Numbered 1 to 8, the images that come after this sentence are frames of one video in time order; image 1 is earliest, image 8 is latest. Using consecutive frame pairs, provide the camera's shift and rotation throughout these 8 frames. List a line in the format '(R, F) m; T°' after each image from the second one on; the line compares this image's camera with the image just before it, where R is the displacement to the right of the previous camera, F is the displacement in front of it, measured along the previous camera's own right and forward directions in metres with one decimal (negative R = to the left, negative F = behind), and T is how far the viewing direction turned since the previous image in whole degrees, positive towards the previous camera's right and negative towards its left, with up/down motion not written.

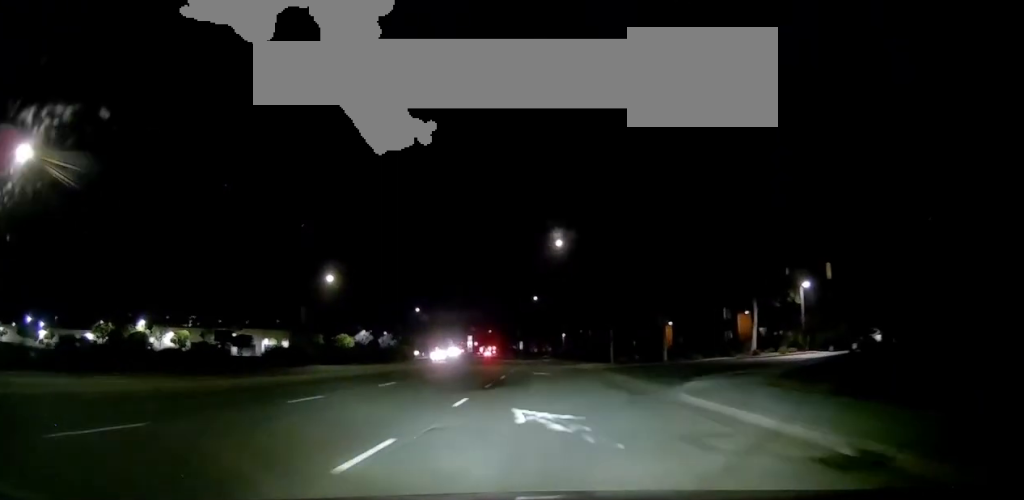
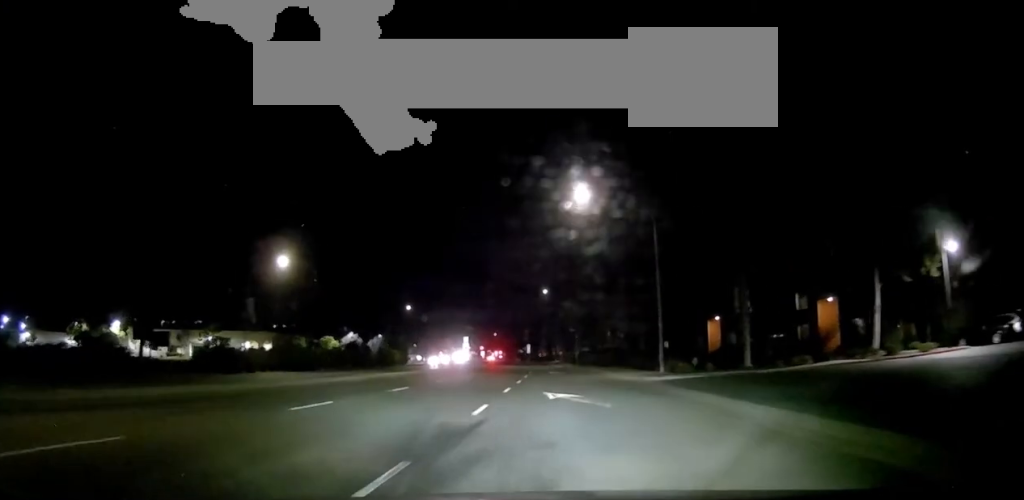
(+0.4, +14.8) m; -2°
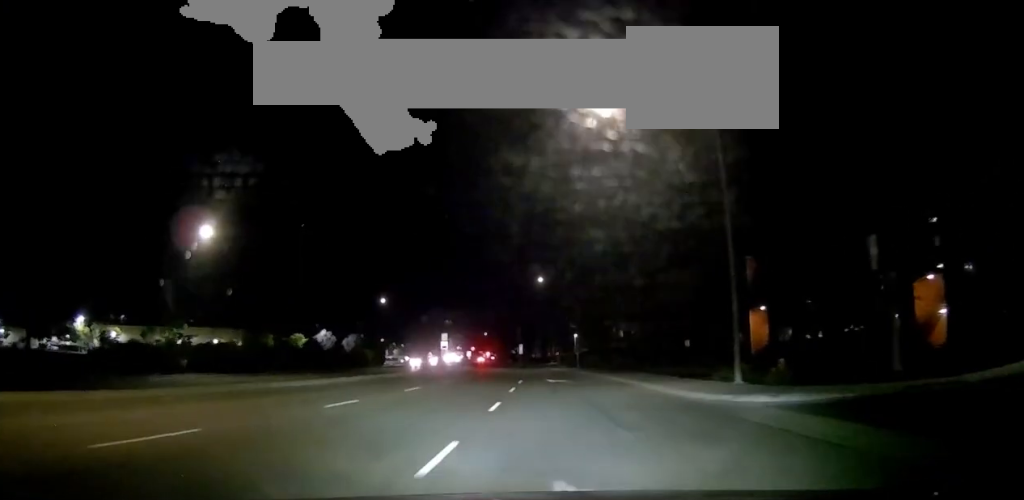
(-0.5, +13.1) m; -2°
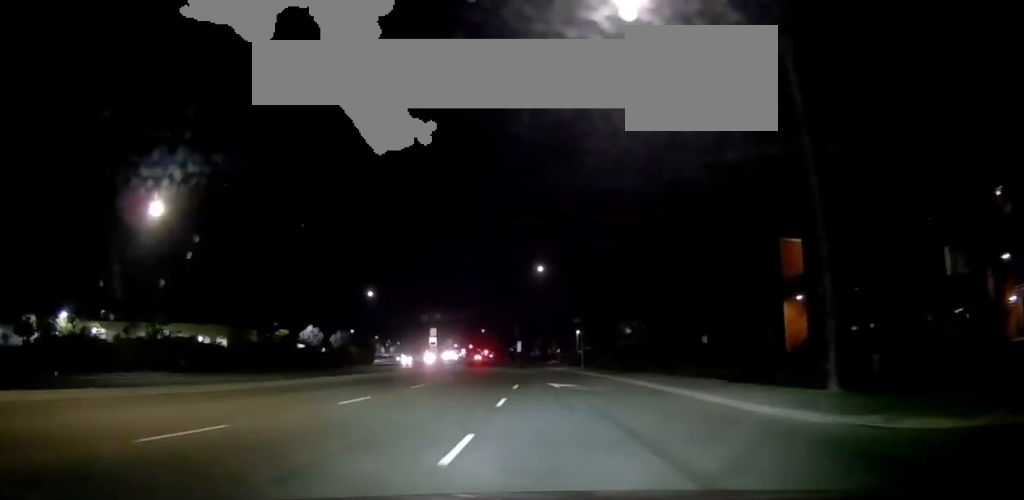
(0.0, +6.5) m; 0°
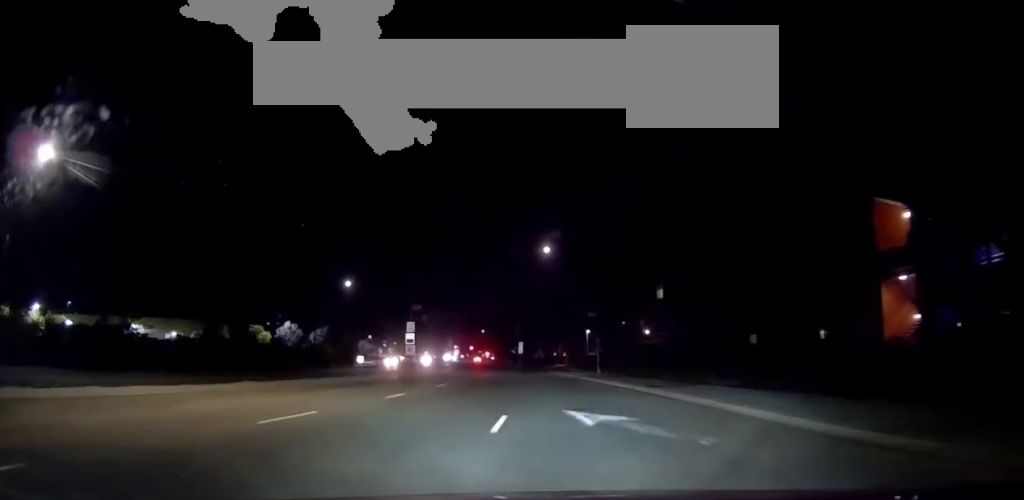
(0.0, +11.5) m; 0°
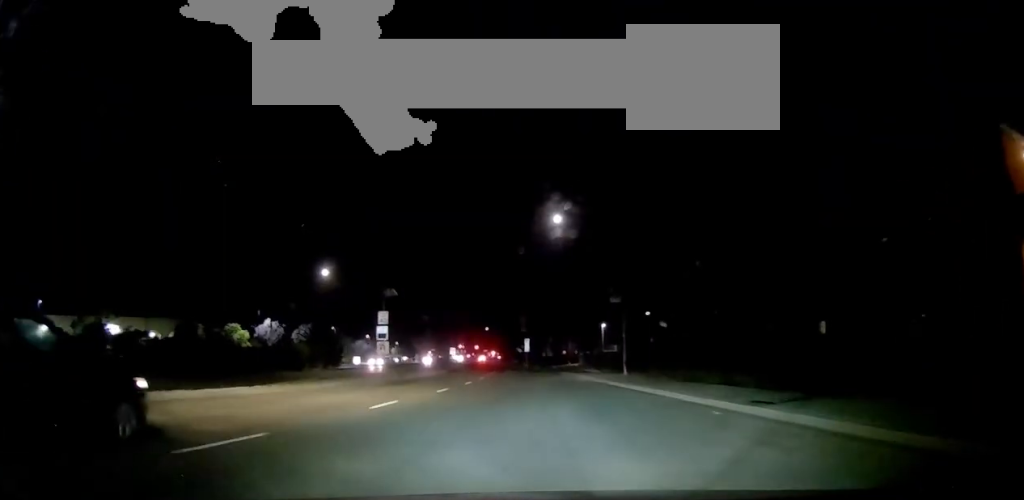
(0.0, +9.9) m; 0°
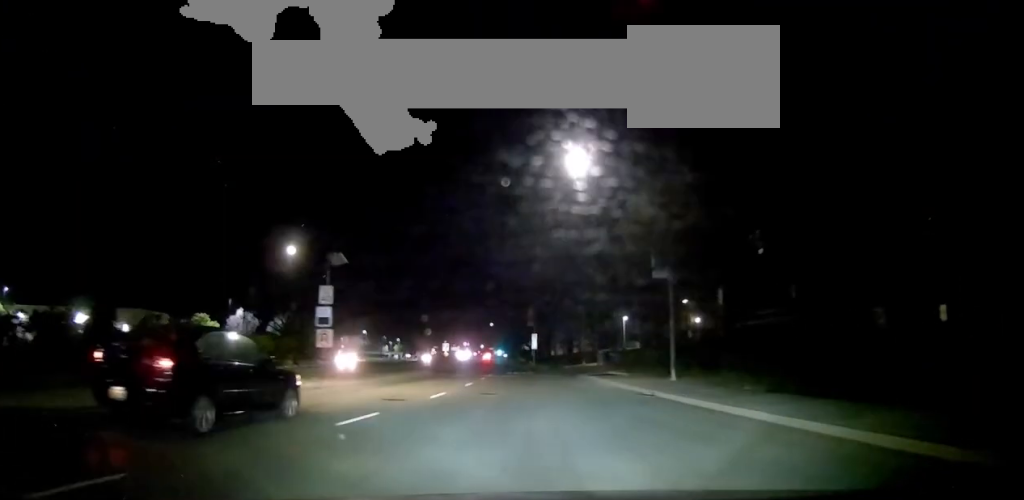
(0.0, +10.9) m; +1°
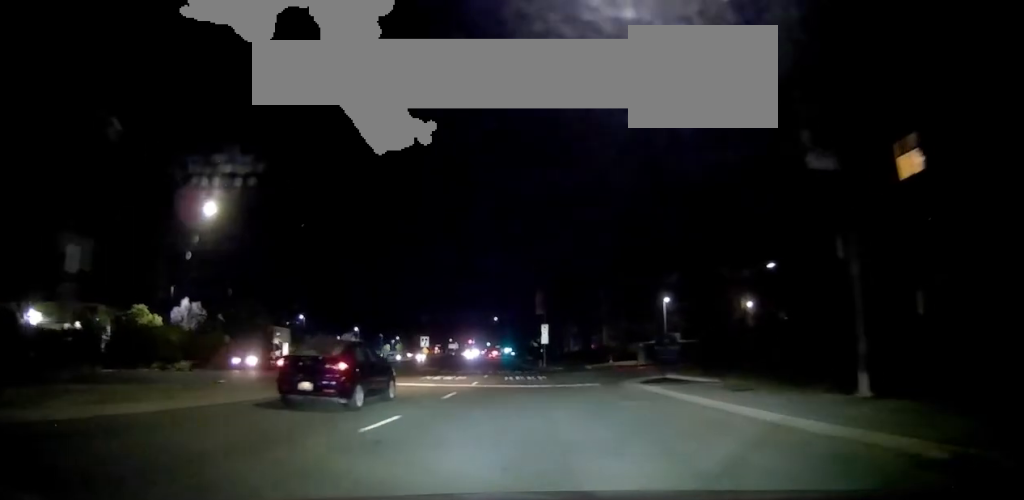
(+0.2, +15.3) m; 0°
